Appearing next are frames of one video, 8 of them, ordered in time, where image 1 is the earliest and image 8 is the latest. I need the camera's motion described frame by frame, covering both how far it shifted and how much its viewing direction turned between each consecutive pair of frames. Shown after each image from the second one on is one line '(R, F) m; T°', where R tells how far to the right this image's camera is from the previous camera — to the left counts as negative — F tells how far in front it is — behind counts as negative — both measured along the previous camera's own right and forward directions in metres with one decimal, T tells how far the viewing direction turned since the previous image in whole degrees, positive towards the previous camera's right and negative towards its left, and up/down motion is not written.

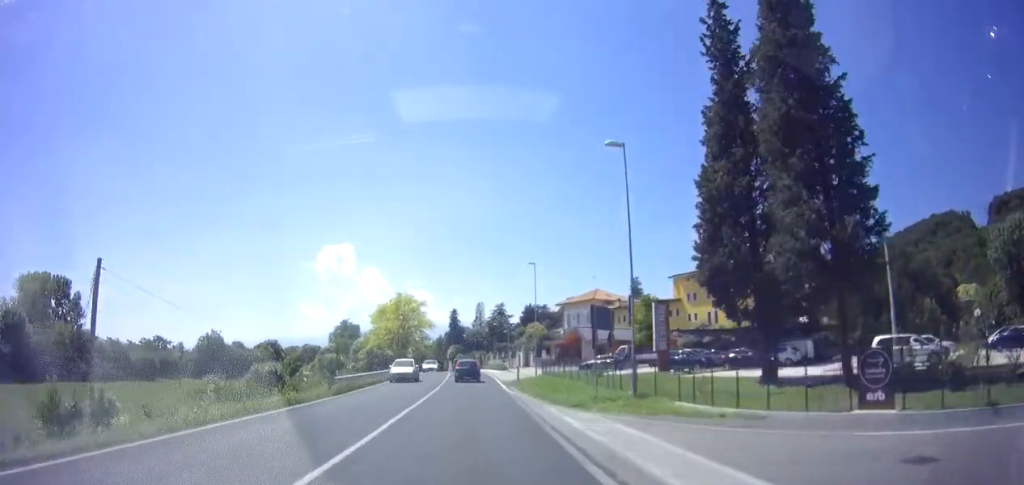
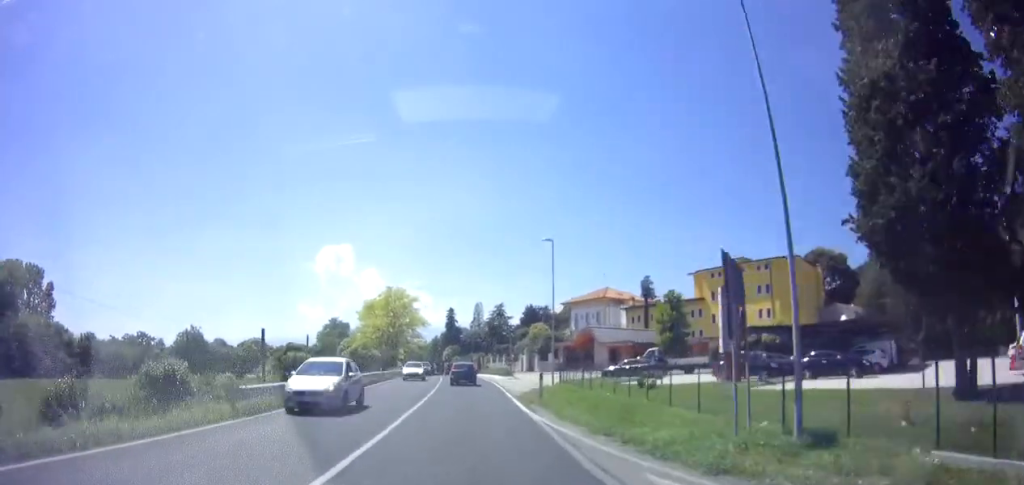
(0.0, +9.2) m; 0°
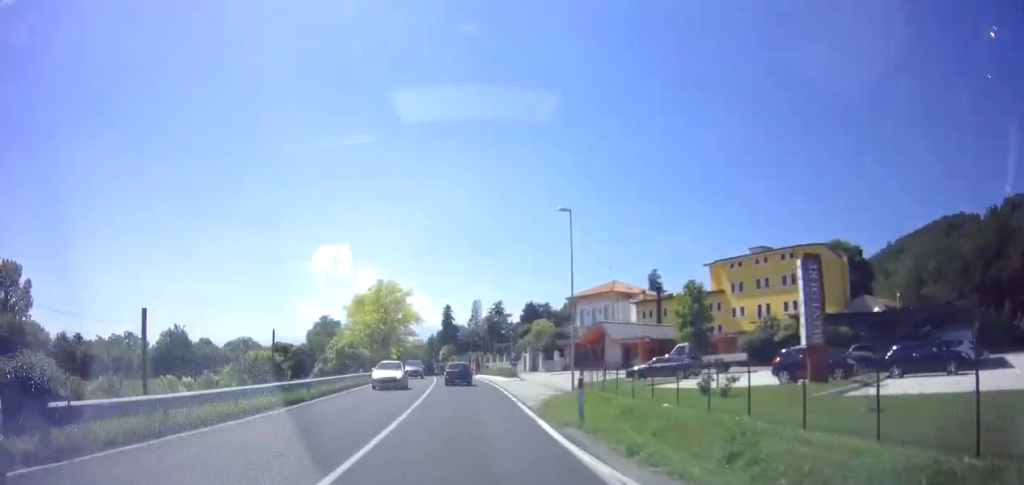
(0.0, +6.6) m; 0°
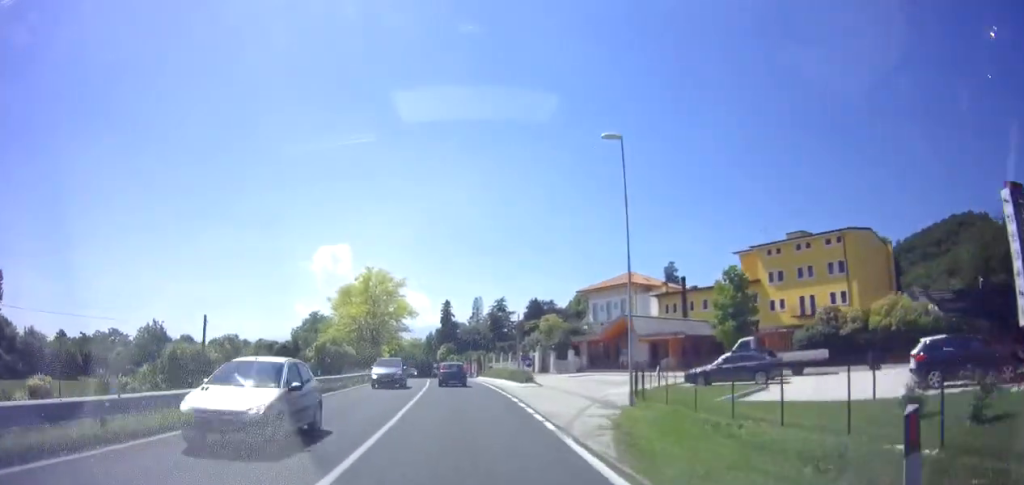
(0.0, +9.1) m; 0°
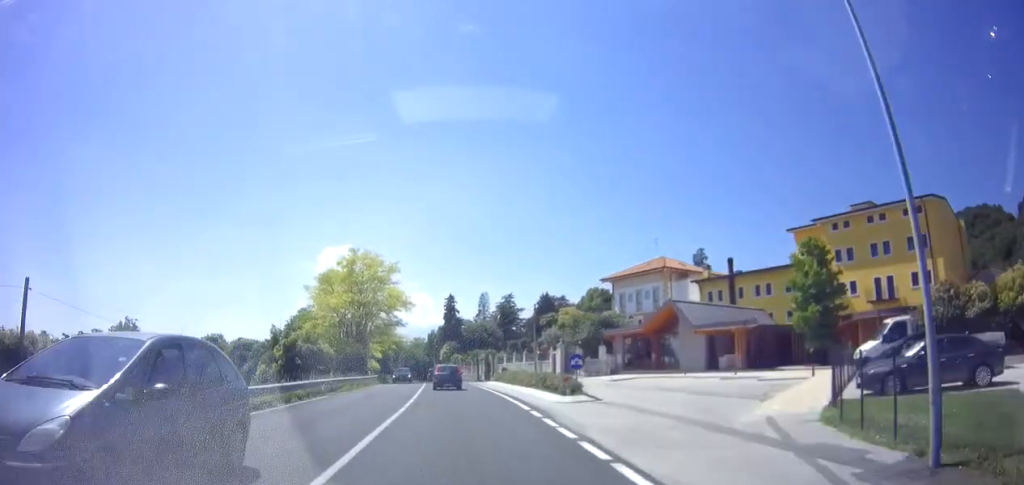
(0.0, +11.5) m; 0°
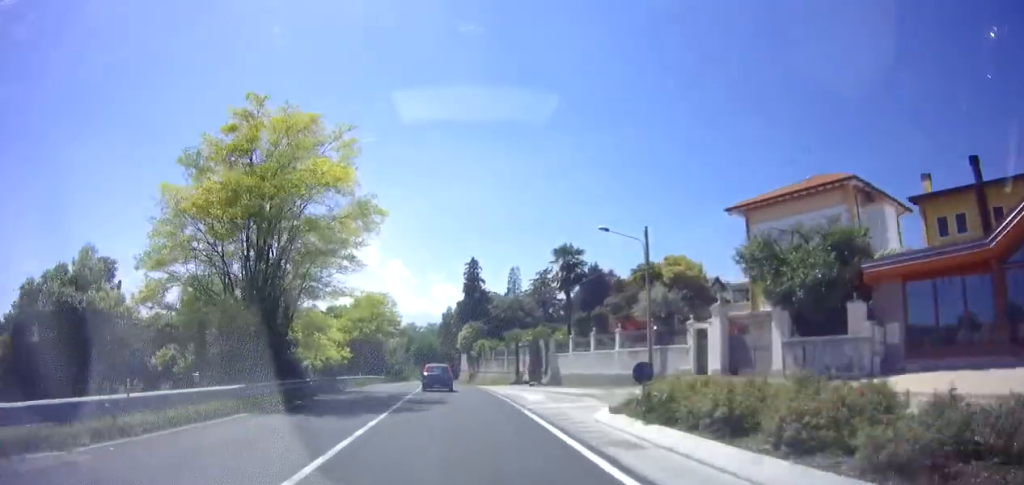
(-0.3, +31.3) m; -3°
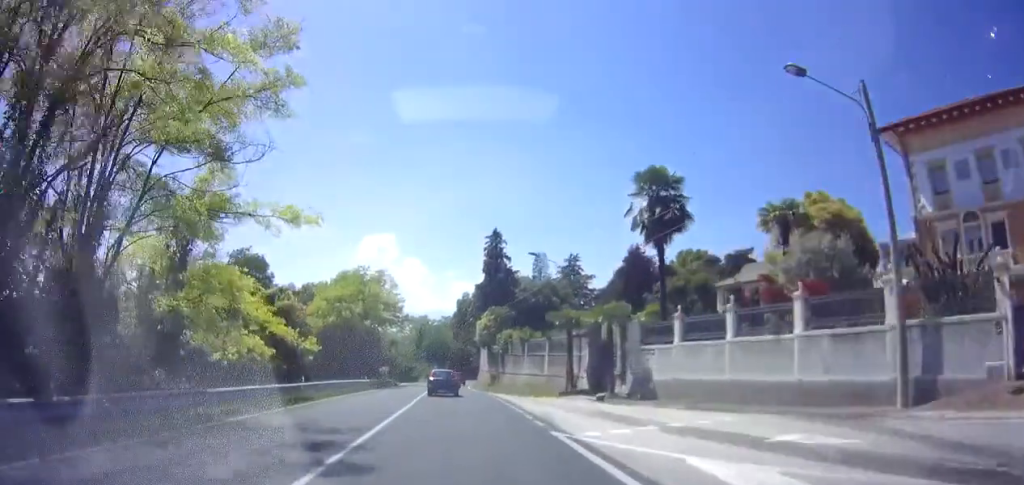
(-0.4, +16.6) m; -1°
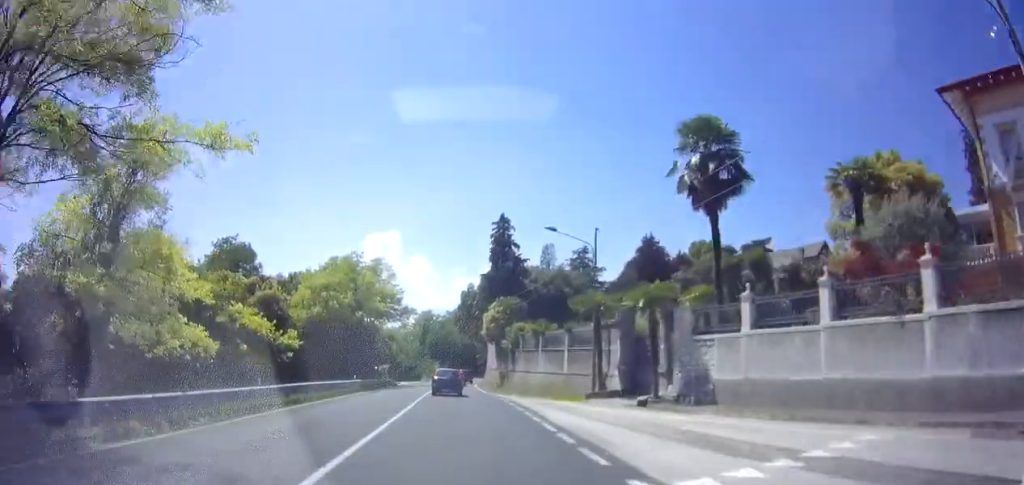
(0.0, +5.6) m; 0°
